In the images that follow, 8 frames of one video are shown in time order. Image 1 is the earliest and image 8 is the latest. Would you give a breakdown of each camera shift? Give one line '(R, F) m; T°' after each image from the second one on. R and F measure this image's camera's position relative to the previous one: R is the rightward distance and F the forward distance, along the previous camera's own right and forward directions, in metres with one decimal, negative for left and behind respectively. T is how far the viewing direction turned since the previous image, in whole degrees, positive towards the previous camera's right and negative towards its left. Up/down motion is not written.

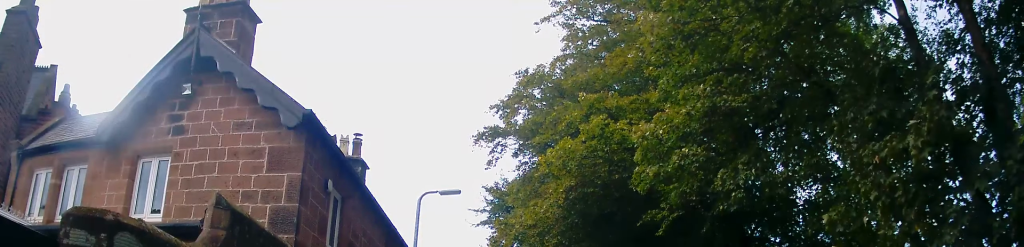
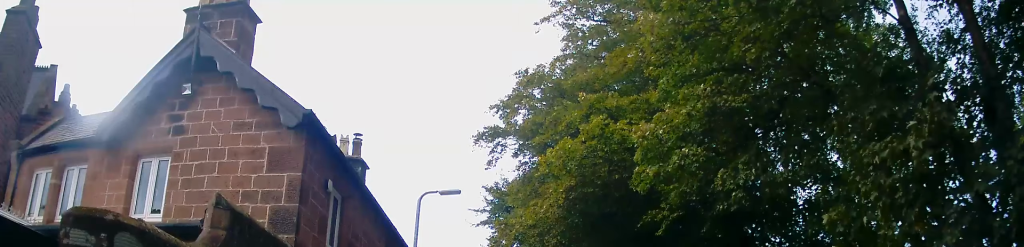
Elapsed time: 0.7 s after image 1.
(0.0, 0.0) m; 0°
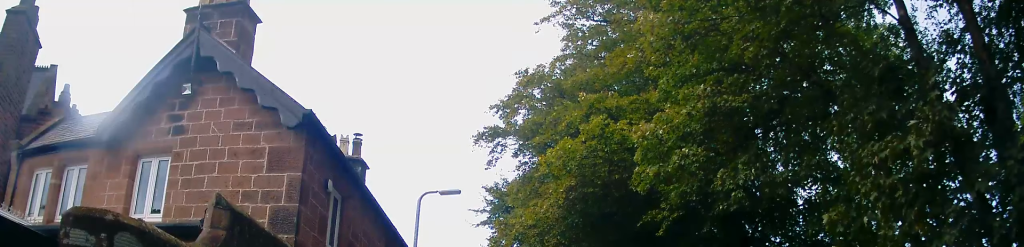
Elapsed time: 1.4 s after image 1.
(0.0, 0.0) m; 0°
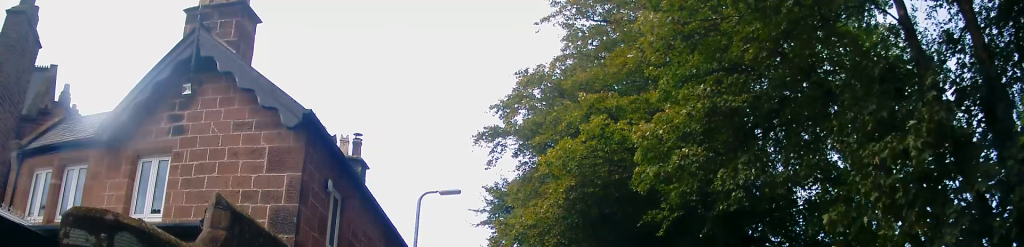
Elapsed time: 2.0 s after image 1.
(0.0, 0.0) m; 0°
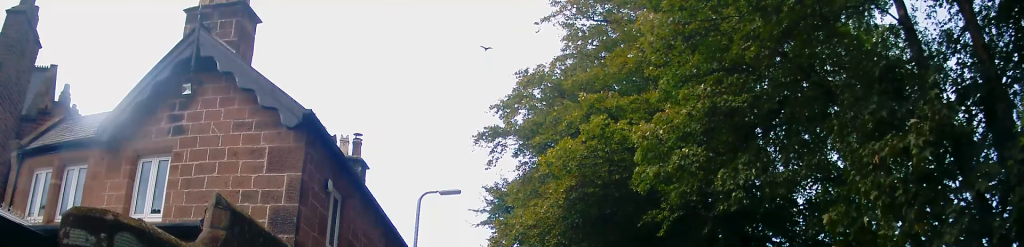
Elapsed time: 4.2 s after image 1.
(0.0, 0.0) m; 0°
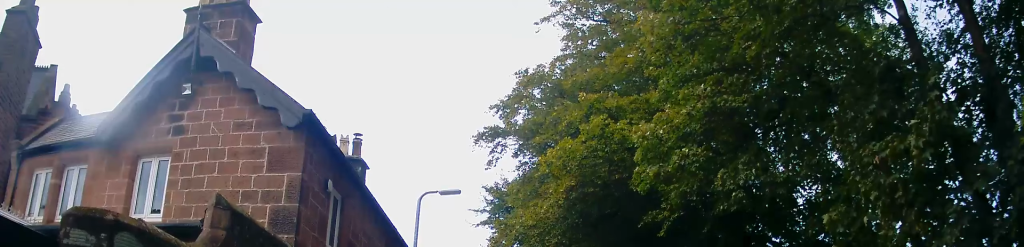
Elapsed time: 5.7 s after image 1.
(0.0, 0.0) m; 0°
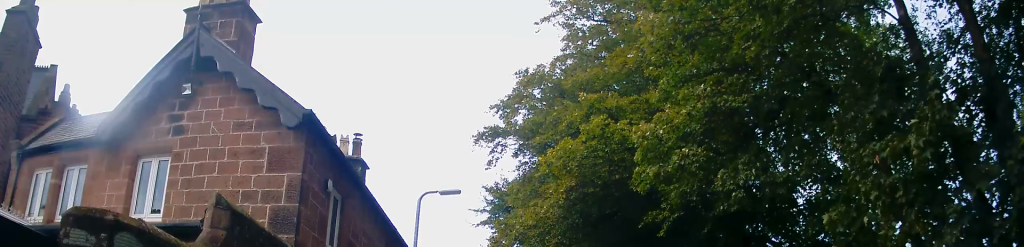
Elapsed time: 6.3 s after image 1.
(0.0, 0.0) m; 0°
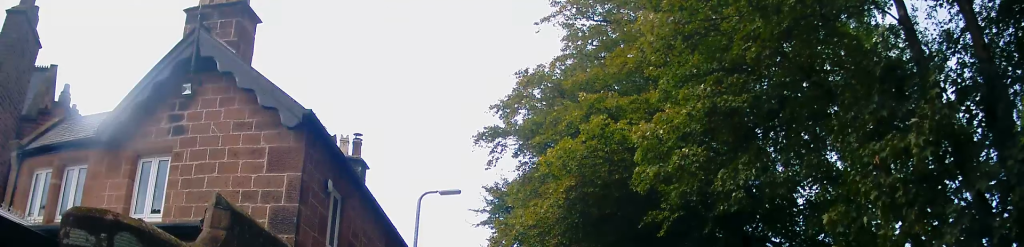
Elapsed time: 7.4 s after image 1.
(0.0, 0.0) m; 0°
